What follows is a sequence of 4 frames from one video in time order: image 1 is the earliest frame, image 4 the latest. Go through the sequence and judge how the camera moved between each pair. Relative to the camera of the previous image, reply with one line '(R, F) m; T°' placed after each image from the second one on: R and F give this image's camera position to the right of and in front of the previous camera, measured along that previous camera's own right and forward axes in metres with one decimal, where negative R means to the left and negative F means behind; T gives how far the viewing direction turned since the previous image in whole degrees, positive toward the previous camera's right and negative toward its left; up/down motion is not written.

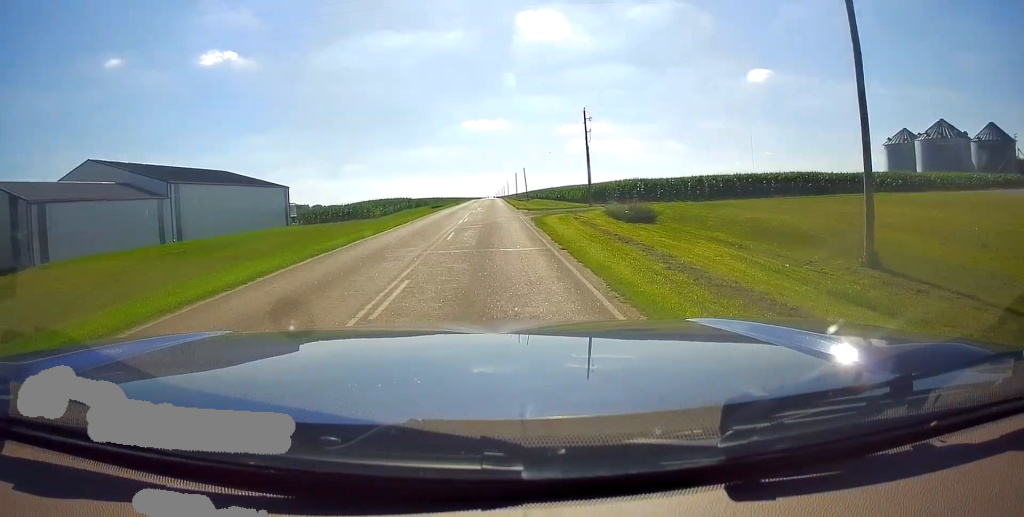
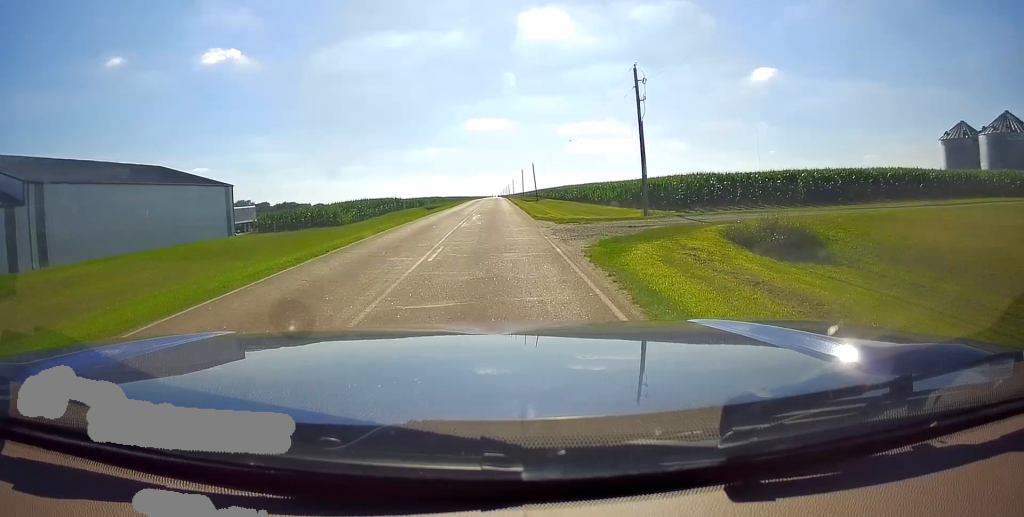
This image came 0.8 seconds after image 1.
(0.0, +17.2) m; 0°
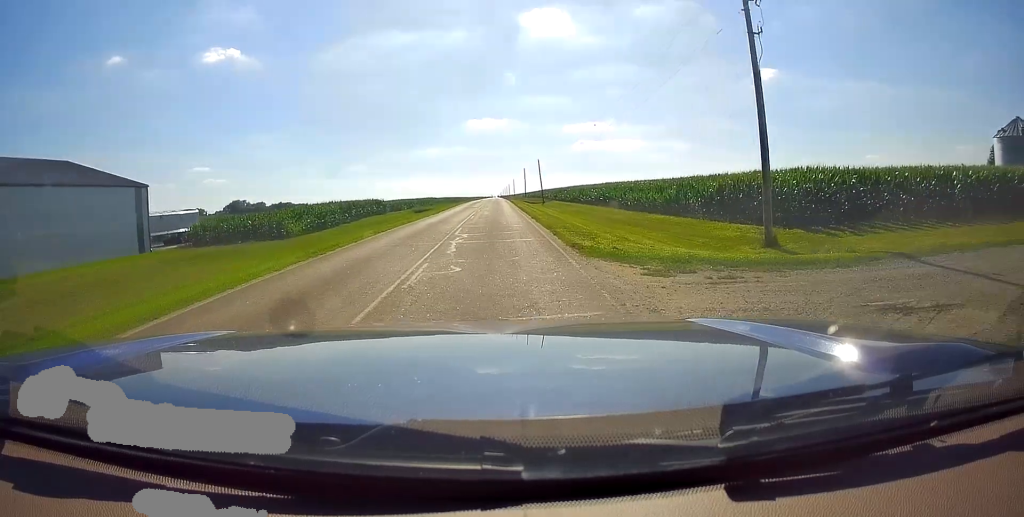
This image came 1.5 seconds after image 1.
(0.0, +15.2) m; 0°
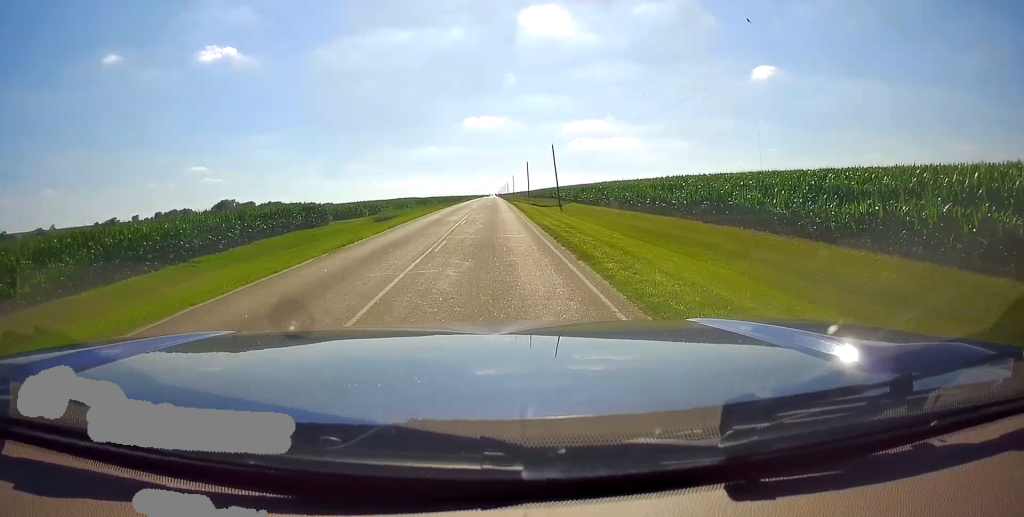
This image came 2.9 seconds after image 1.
(0.0, +29.5) m; 0°
